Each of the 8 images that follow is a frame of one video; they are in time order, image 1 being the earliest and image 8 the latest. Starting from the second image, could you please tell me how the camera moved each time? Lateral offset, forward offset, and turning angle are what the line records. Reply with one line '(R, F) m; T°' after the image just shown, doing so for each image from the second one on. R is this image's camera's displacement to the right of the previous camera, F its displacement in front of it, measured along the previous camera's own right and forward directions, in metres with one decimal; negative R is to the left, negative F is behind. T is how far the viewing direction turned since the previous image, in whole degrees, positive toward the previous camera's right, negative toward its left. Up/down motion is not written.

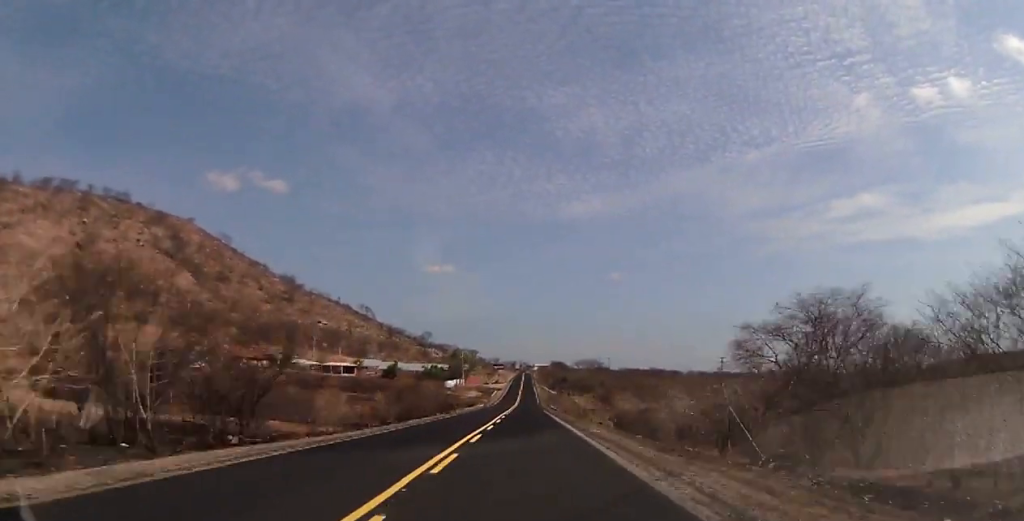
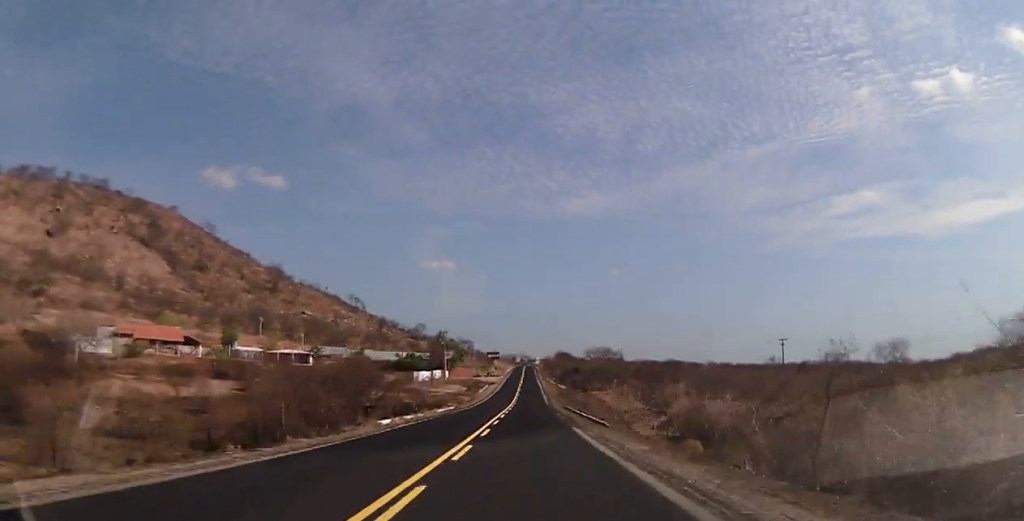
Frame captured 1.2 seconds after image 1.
(0.0, +40.1) m; 0°
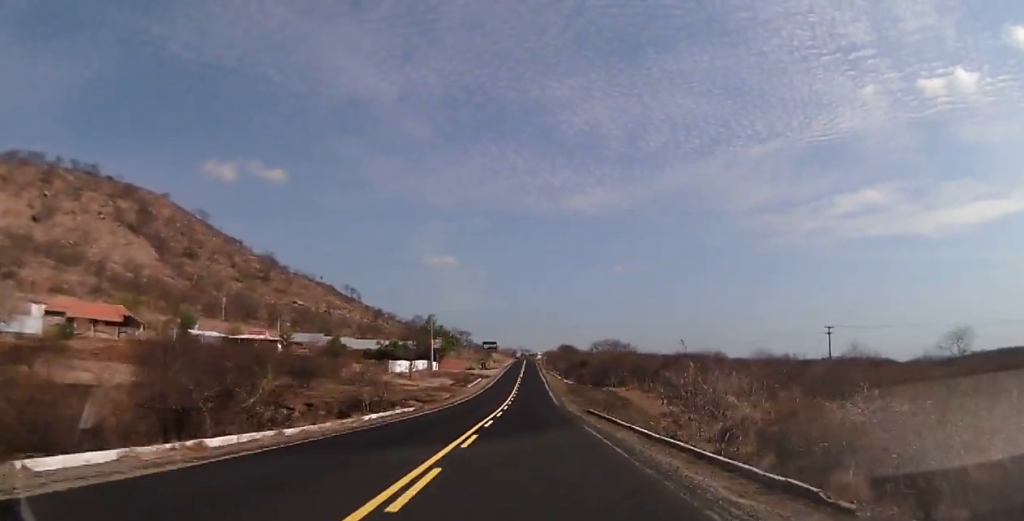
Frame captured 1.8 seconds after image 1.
(+0.1, +20.4) m; 0°
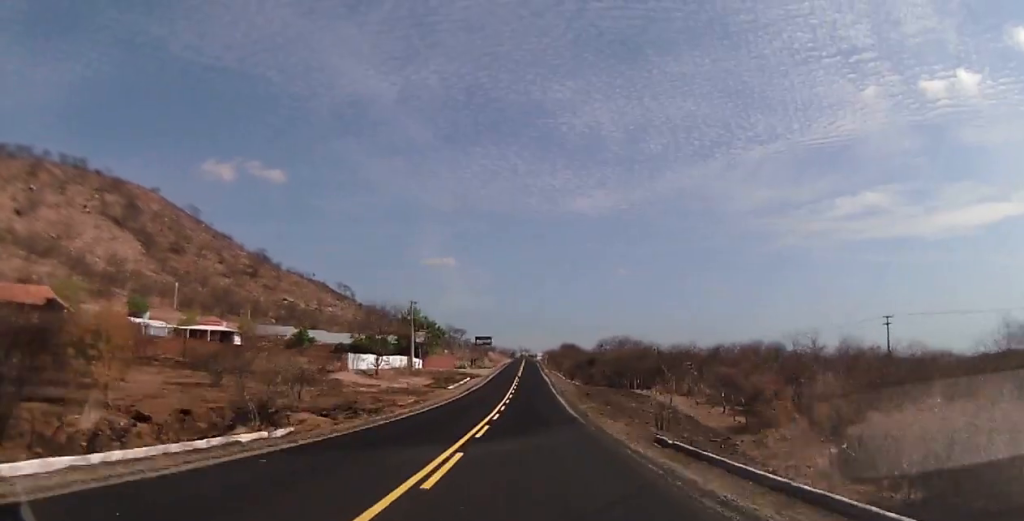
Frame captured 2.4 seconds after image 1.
(+0.1, +19.3) m; 0°
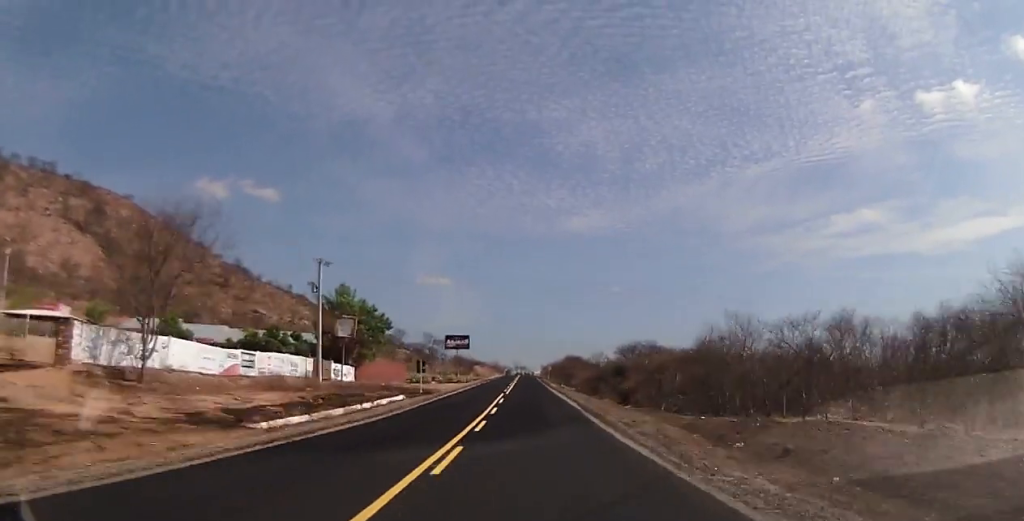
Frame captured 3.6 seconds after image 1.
(-0.3, +43.7) m; 0°
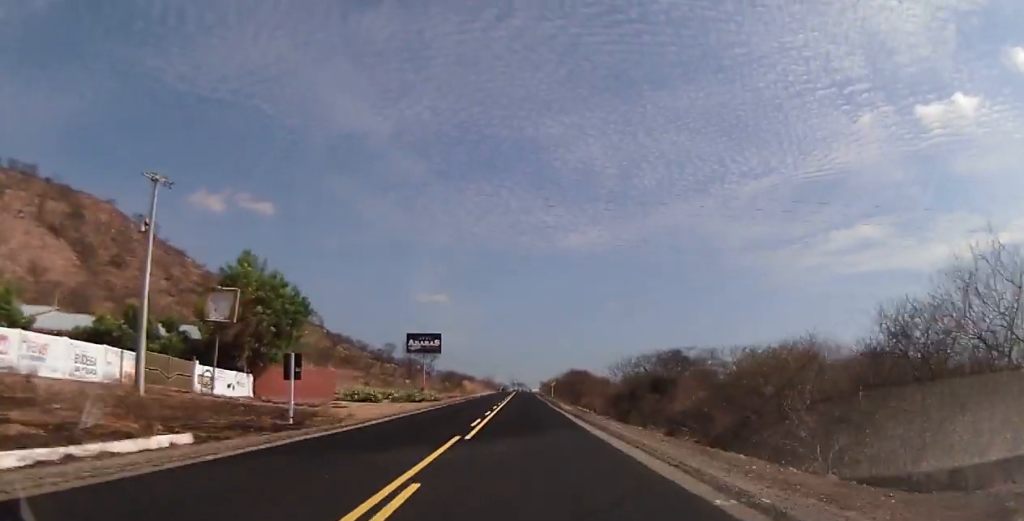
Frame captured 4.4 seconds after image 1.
(0.0, +27.5) m; 0°
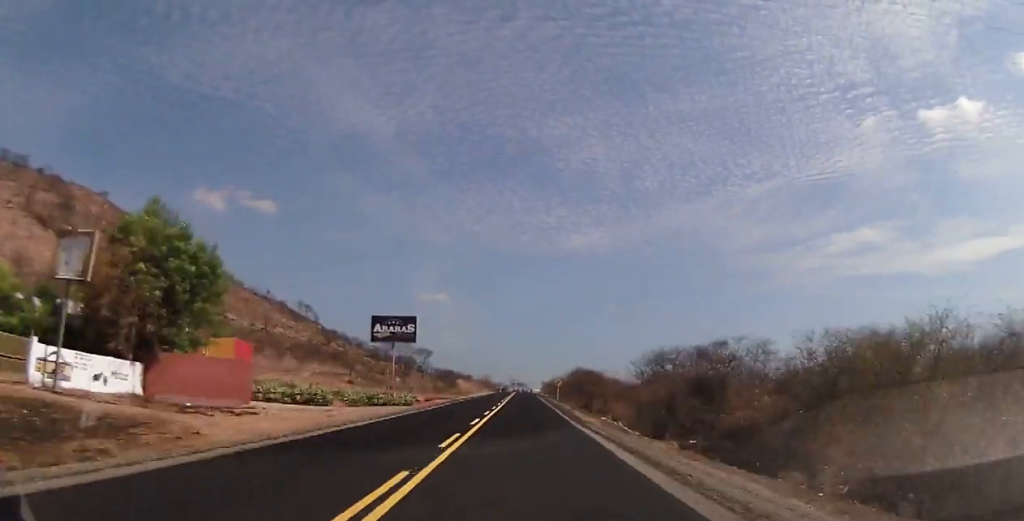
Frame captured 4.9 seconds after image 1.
(0.0, +14.7) m; 0°
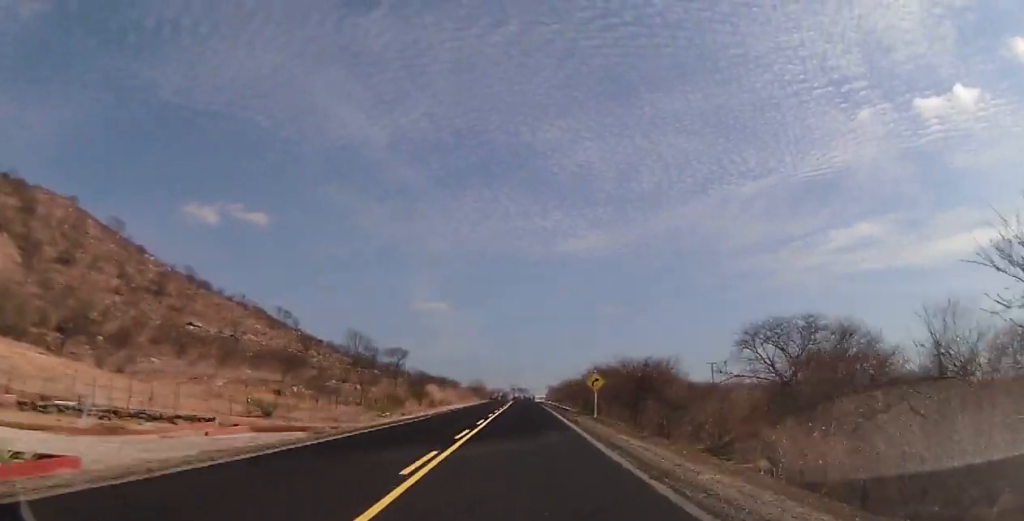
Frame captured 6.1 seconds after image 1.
(+0.1, +42.2) m; 0°
